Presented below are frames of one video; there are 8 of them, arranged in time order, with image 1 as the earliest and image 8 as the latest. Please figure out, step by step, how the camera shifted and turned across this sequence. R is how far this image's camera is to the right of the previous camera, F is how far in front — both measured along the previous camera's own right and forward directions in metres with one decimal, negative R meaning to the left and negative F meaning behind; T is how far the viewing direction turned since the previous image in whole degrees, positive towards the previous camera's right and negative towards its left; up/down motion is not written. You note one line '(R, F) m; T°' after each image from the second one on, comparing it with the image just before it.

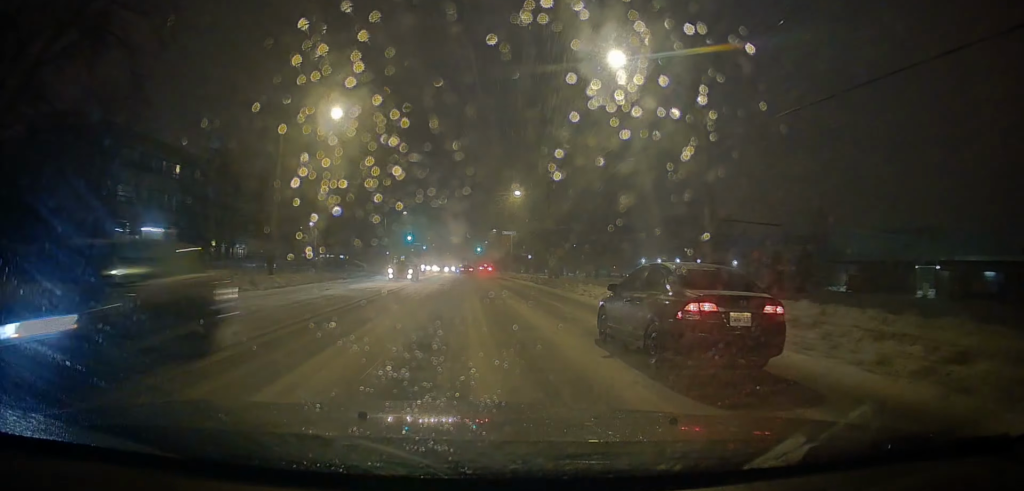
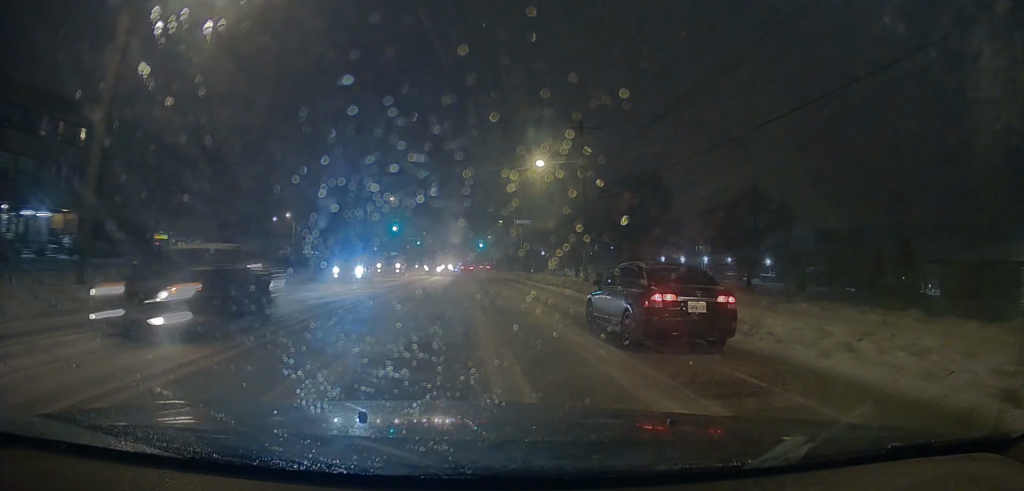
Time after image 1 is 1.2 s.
(+0.1, +18.6) m; 0°
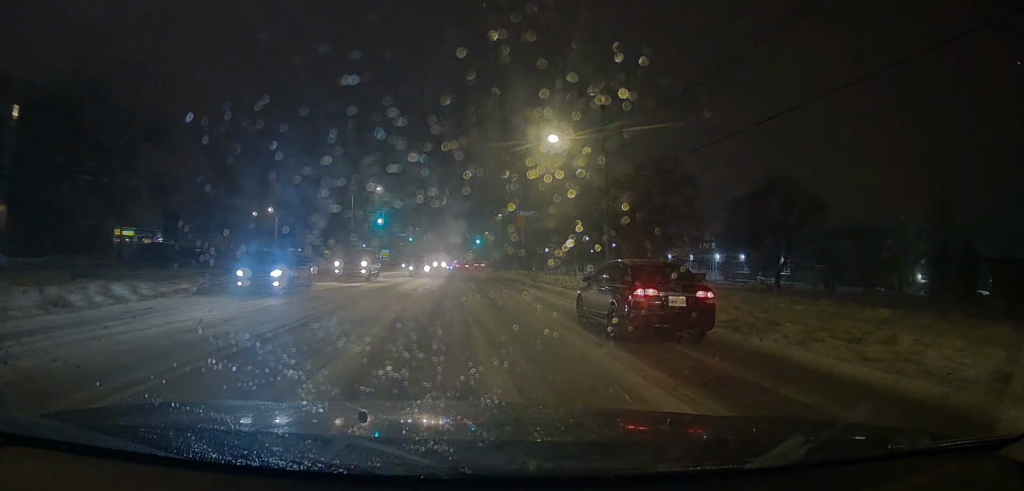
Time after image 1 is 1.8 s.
(-0.1, +8.3) m; 0°
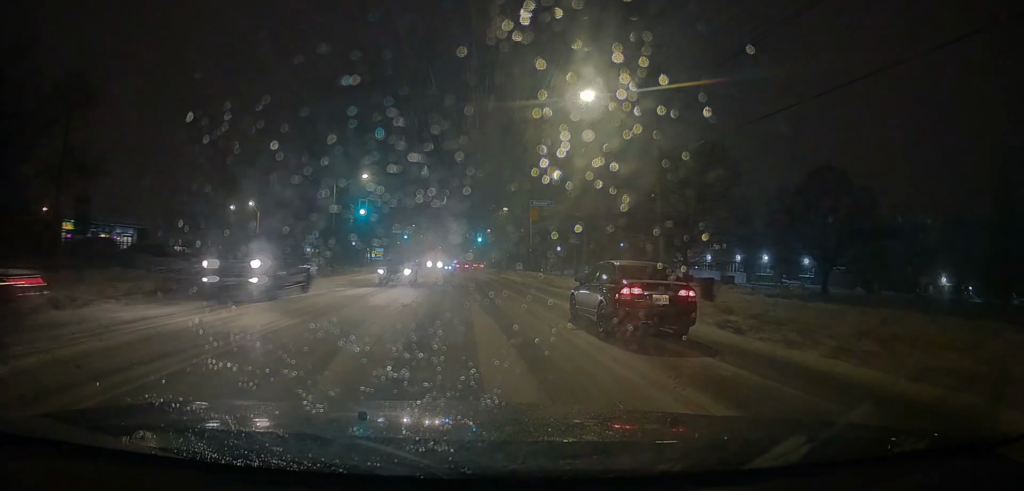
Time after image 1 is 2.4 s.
(-0.1, +9.6) m; -1°
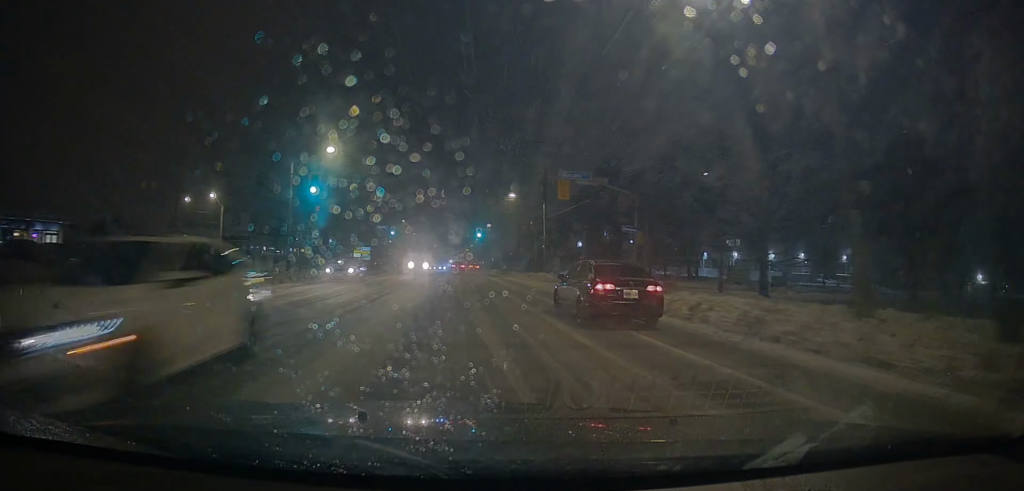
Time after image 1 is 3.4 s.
(0.0, +13.4) m; 0°
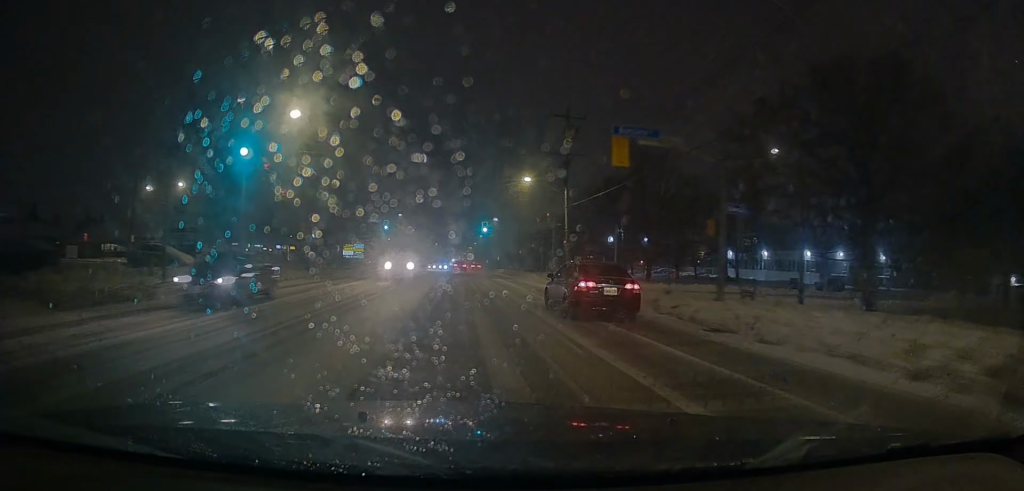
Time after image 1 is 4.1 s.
(0.0, +9.8) m; 0°
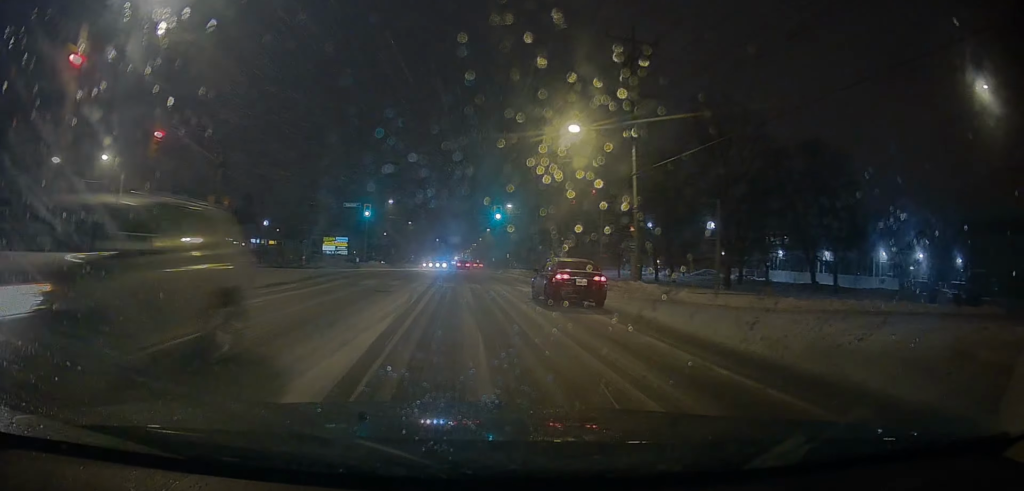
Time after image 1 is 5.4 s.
(-0.1, +16.0) m; +1°
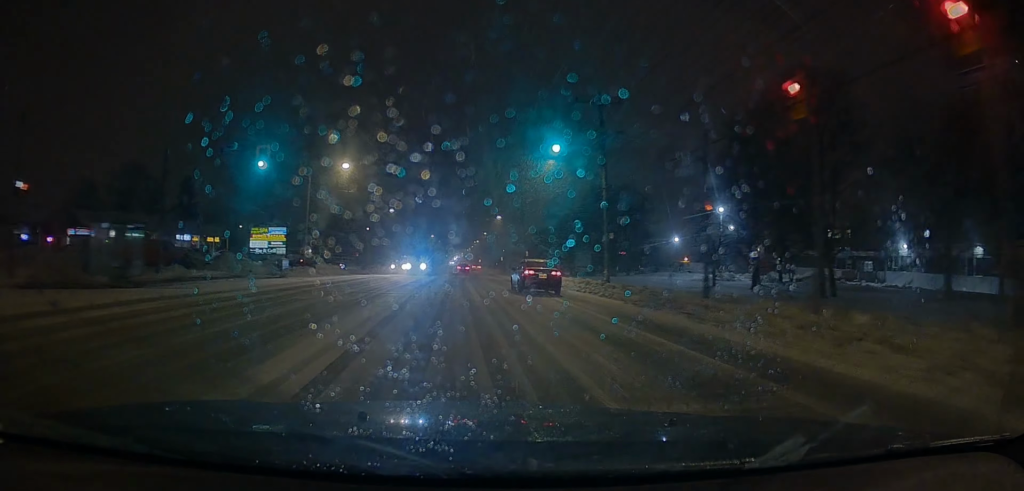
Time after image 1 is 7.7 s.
(+0.6, +24.7) m; +1°
